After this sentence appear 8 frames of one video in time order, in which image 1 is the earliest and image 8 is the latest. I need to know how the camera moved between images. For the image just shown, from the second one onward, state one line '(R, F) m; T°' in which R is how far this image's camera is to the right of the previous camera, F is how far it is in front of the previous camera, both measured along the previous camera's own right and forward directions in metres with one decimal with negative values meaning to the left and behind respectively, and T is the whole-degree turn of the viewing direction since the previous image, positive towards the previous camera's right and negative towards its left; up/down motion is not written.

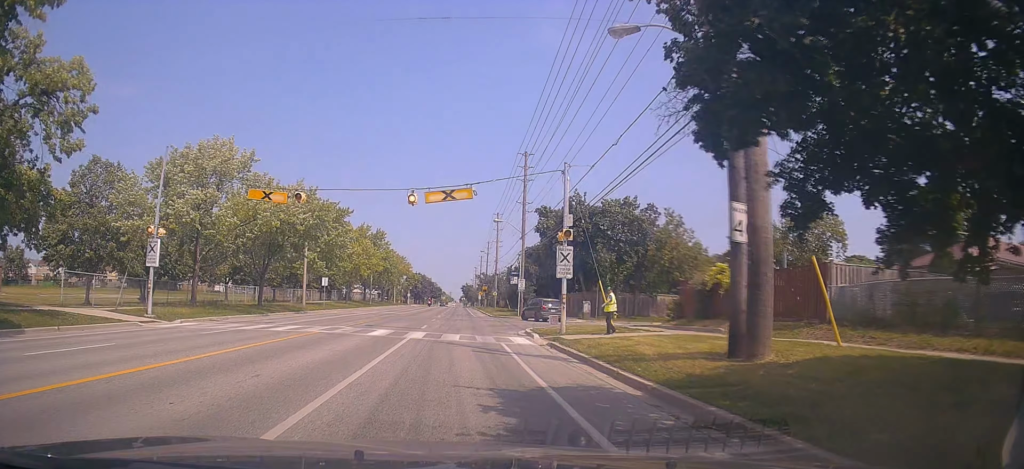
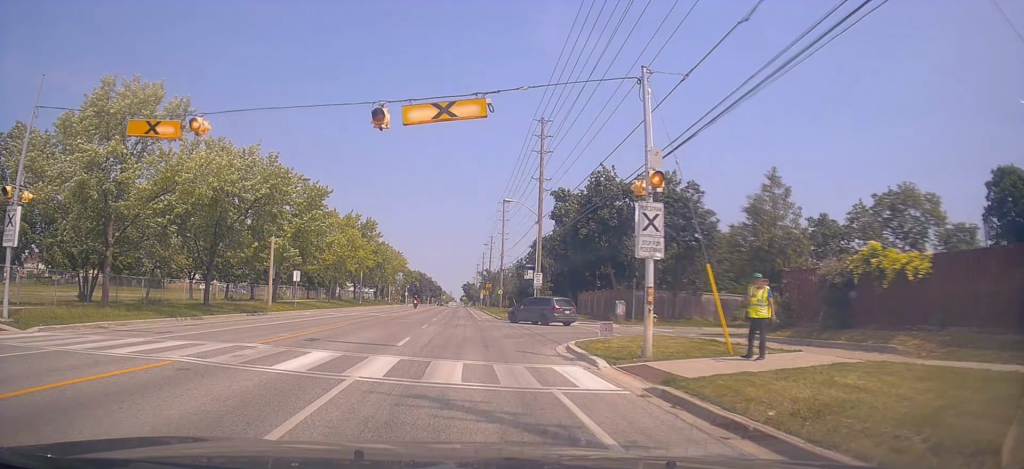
(-0.2, +9.7) m; 0°
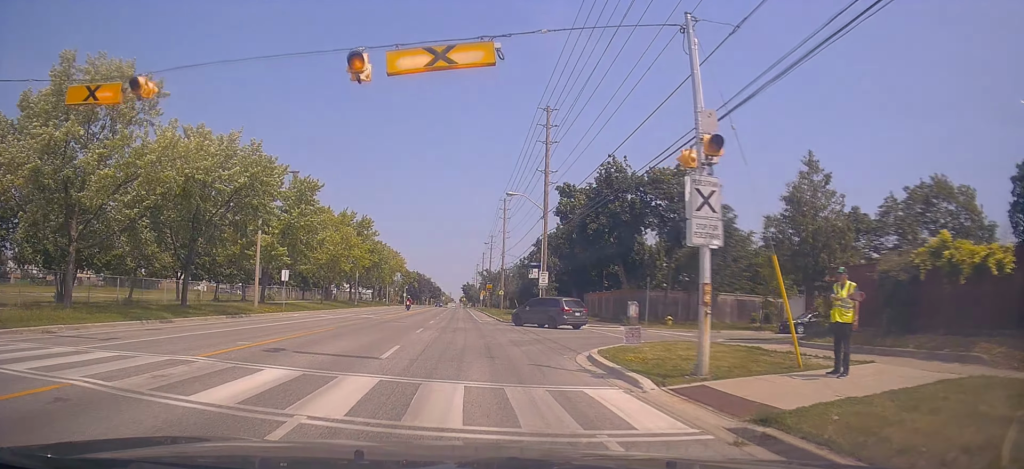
(0.0, +2.9) m; +1°
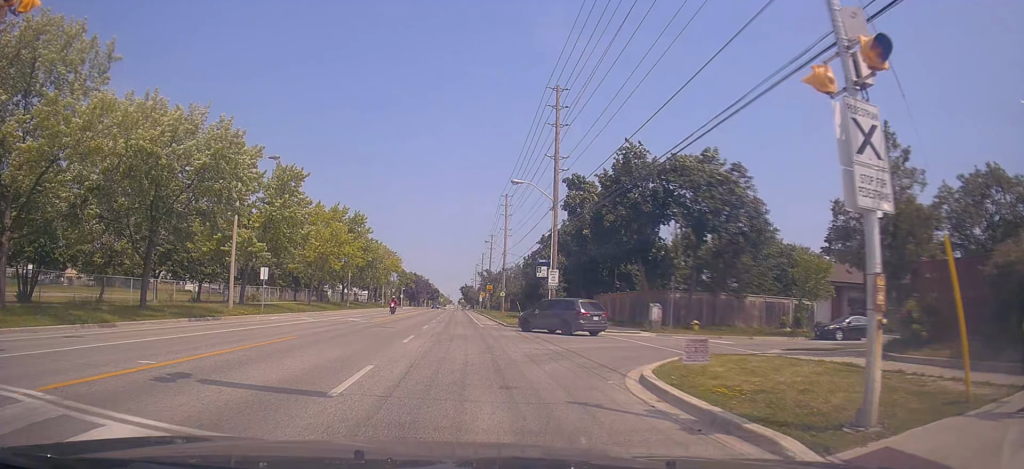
(-0.1, +4.5) m; +2°
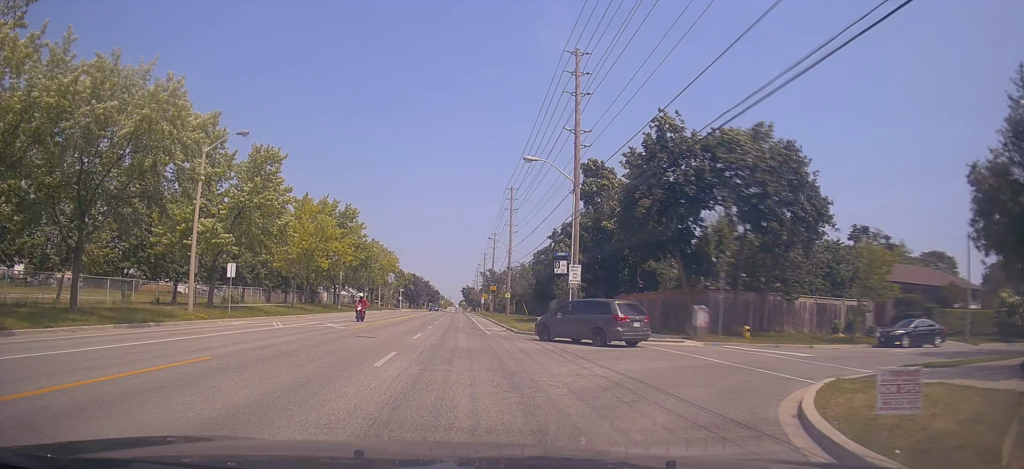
(+0.3, +5.7) m; +1°
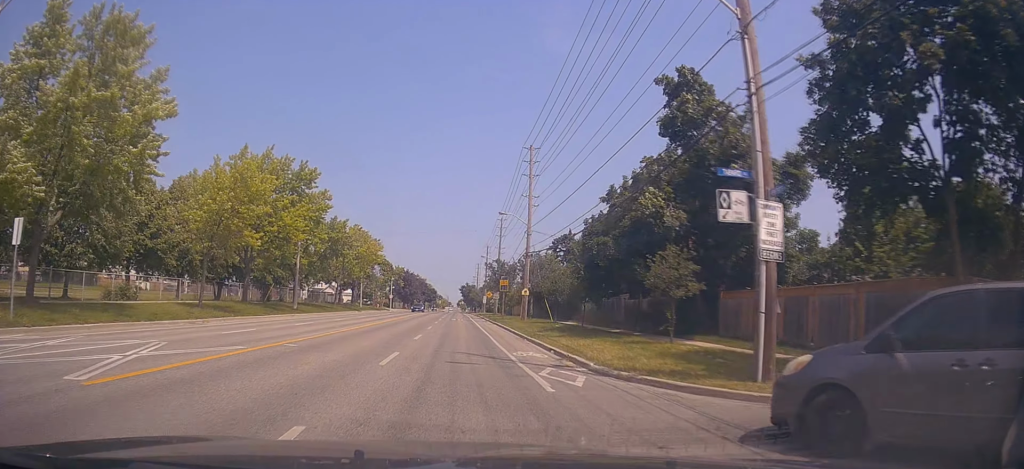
(-1.1, +16.6) m; -5°
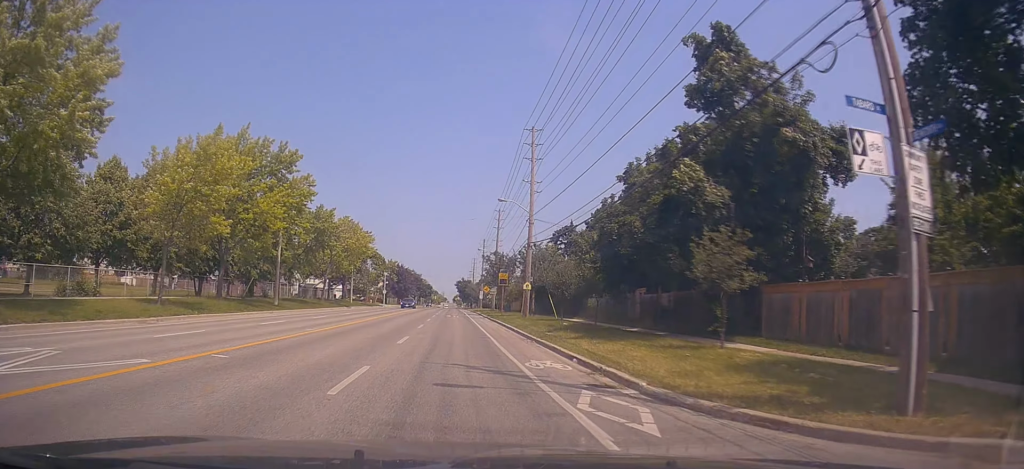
(0.0, +4.1) m; +1°
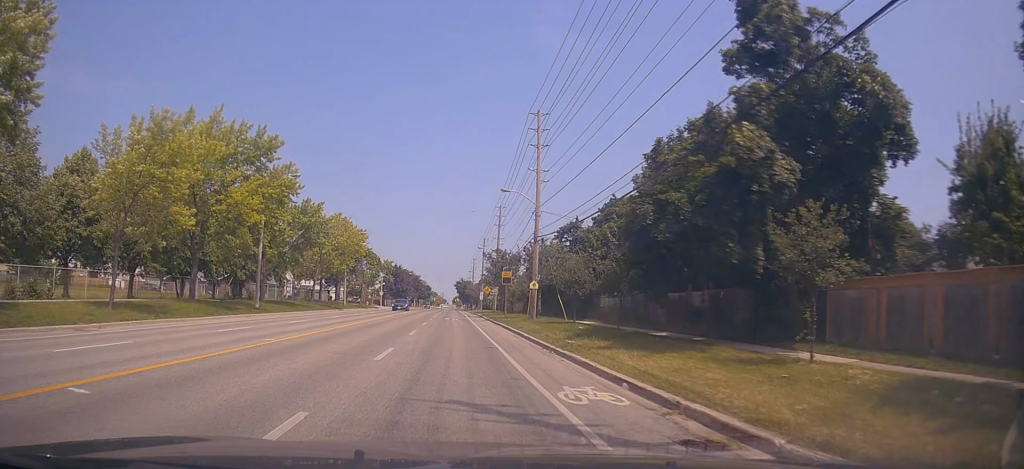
(0.0, +4.0) m; +1°
